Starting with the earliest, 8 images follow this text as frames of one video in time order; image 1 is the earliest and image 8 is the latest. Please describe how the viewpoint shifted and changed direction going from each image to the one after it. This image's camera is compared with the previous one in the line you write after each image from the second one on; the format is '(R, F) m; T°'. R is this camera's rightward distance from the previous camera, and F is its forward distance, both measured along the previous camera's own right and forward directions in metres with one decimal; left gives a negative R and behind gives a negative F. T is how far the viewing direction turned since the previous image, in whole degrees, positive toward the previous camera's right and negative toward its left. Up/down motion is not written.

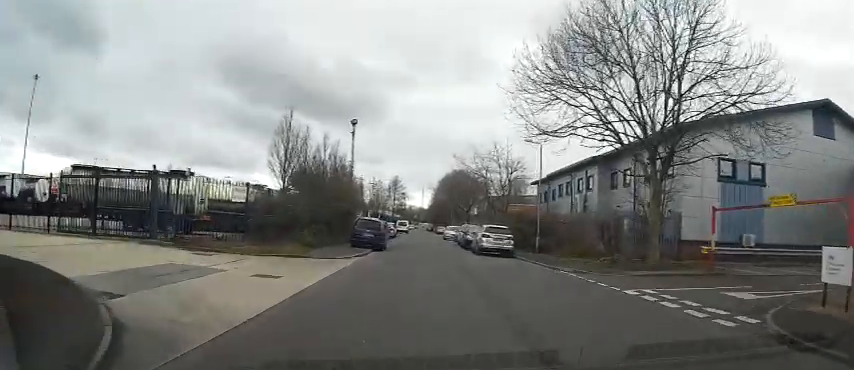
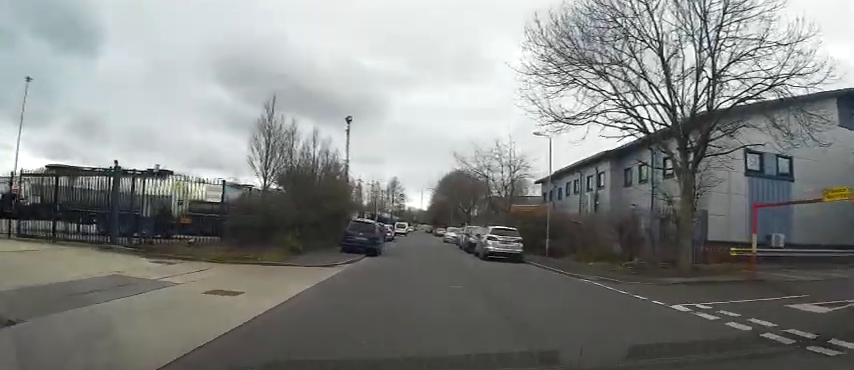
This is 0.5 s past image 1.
(0.0, +2.6) m; +4°
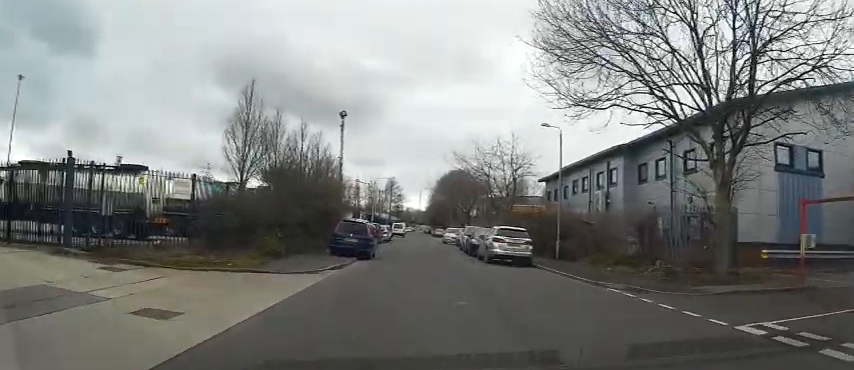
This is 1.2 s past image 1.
(+0.1, +2.6) m; +5°
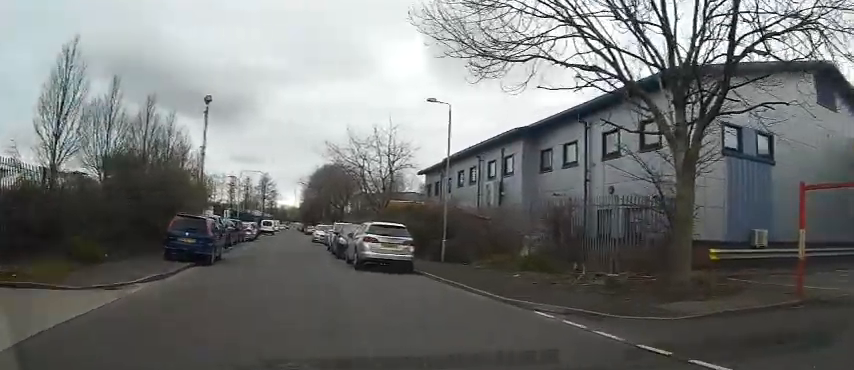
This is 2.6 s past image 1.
(+0.5, +4.3) m; +21°
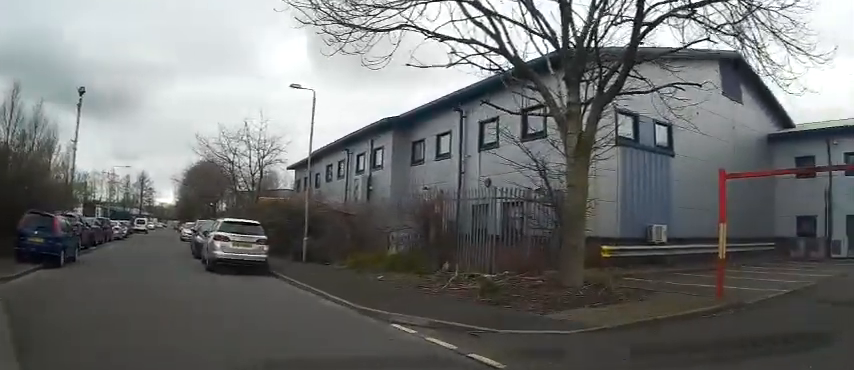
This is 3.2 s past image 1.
(+0.1, +1.4) m; +12°
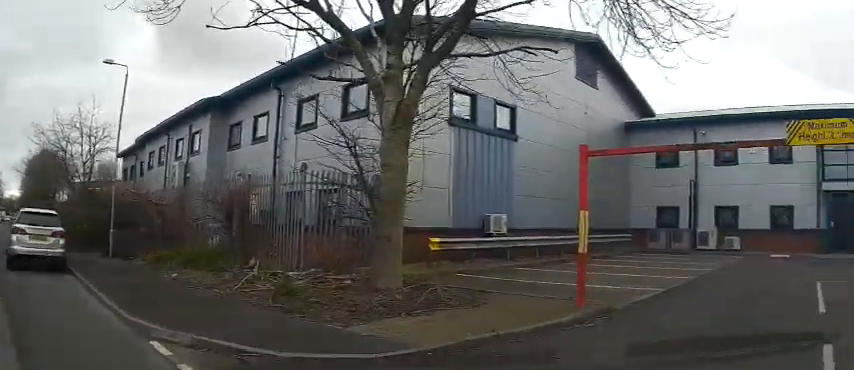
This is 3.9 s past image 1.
(+0.4, +1.7) m; +14°
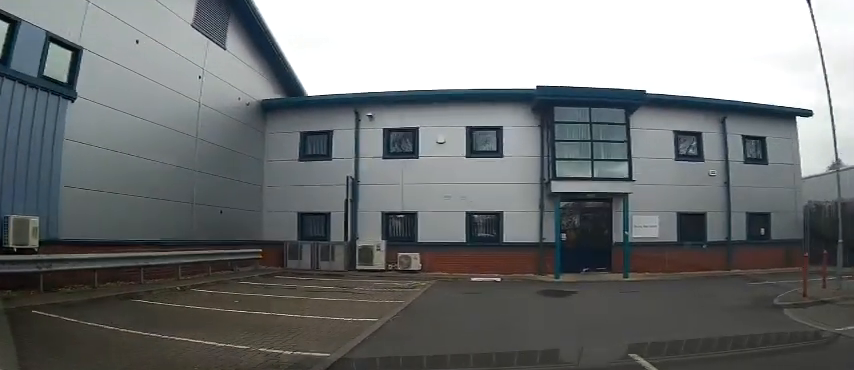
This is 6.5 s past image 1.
(+1.8, +6.5) m; +21°
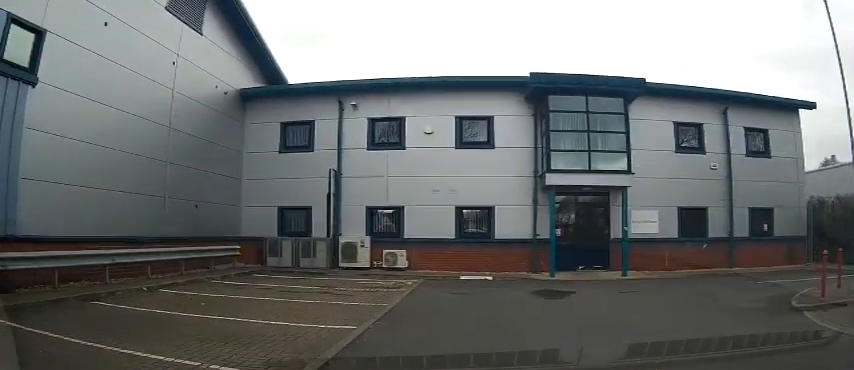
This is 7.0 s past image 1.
(-0.1, +0.9) m; 0°
